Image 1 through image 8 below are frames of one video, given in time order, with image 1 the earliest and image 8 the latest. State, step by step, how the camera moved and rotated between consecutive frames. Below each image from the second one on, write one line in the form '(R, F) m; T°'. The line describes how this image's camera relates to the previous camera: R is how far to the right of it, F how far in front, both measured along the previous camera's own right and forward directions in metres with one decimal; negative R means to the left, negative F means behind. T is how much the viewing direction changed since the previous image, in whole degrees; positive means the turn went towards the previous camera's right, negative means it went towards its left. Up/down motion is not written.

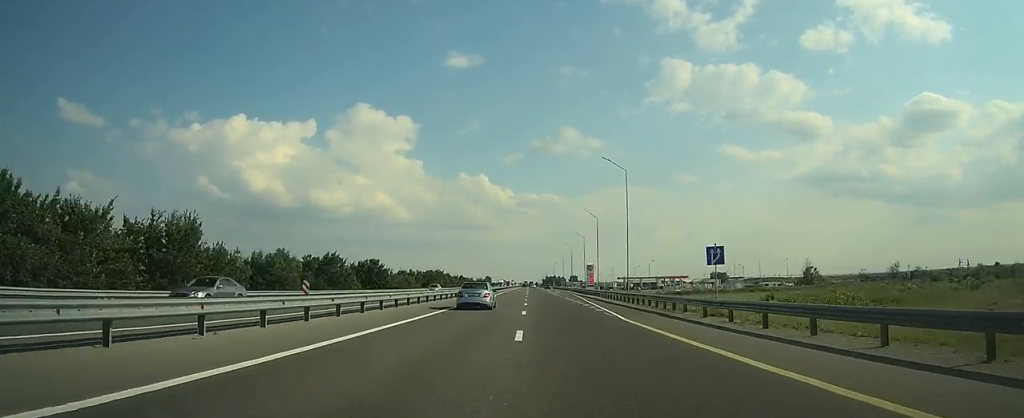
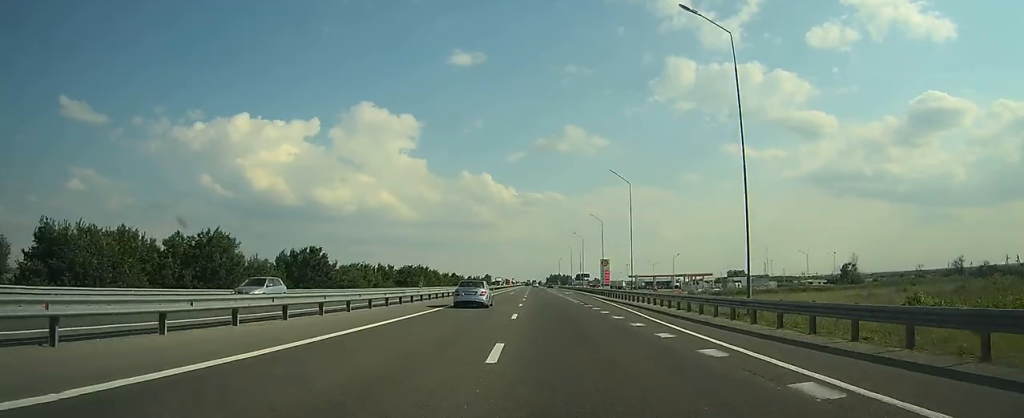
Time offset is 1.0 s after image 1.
(0.0, +28.3) m; 0°
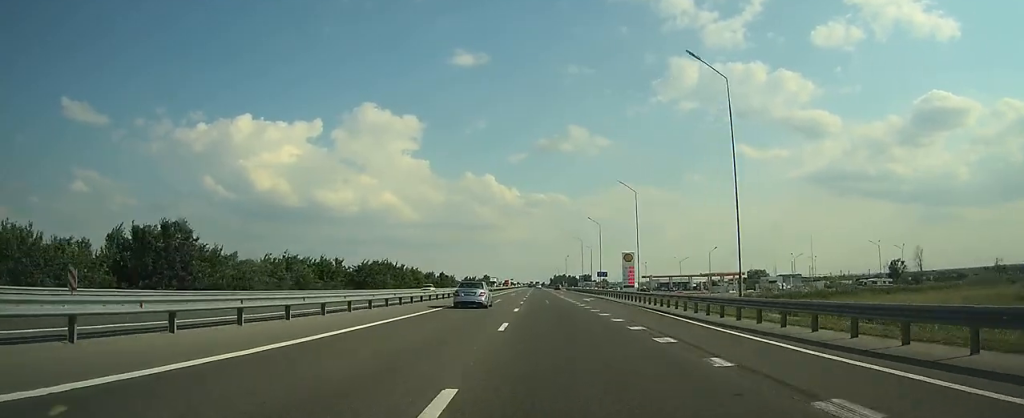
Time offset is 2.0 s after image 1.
(-0.1, +30.0) m; -1°
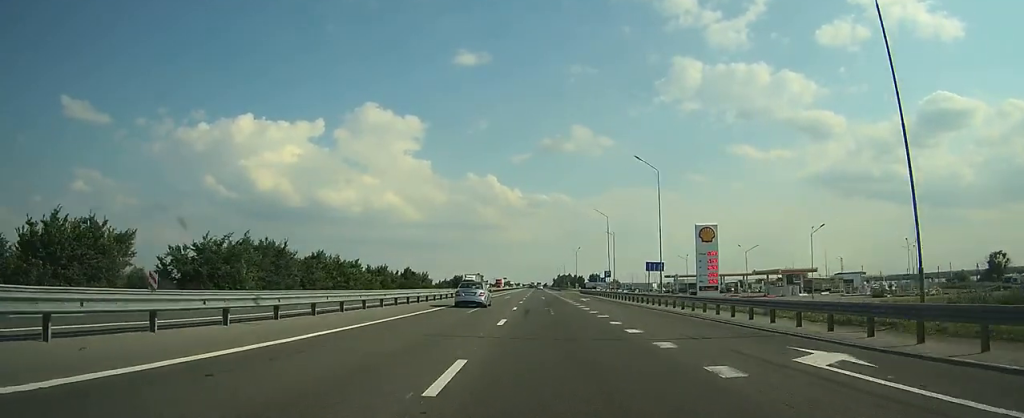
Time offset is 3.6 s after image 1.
(-0.3, +46.8) m; 0°
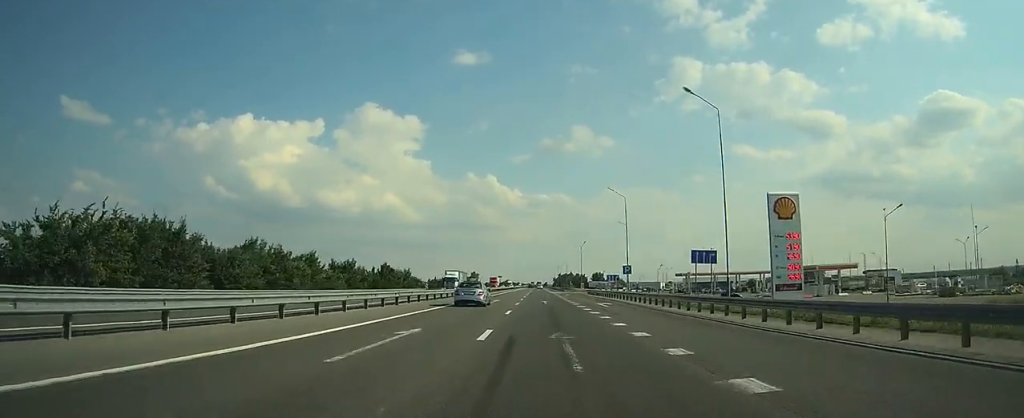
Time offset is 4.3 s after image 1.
(0.0, +17.9) m; 0°
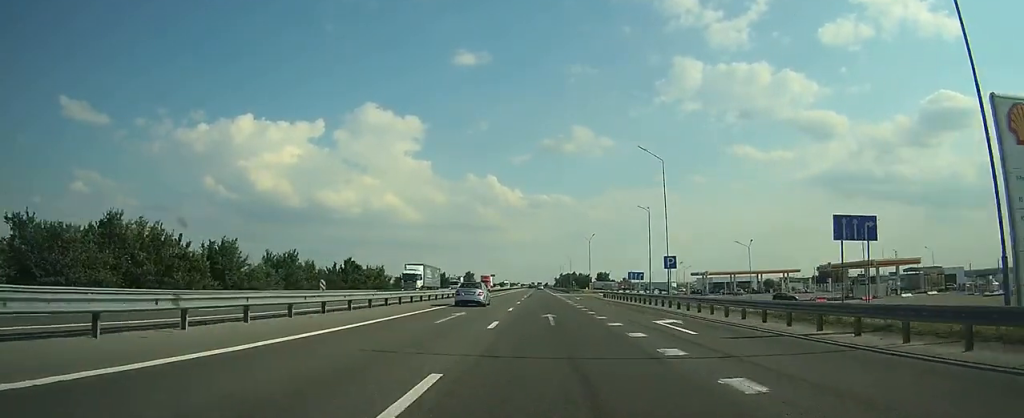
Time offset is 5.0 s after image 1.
(0.0, +20.6) m; 0°
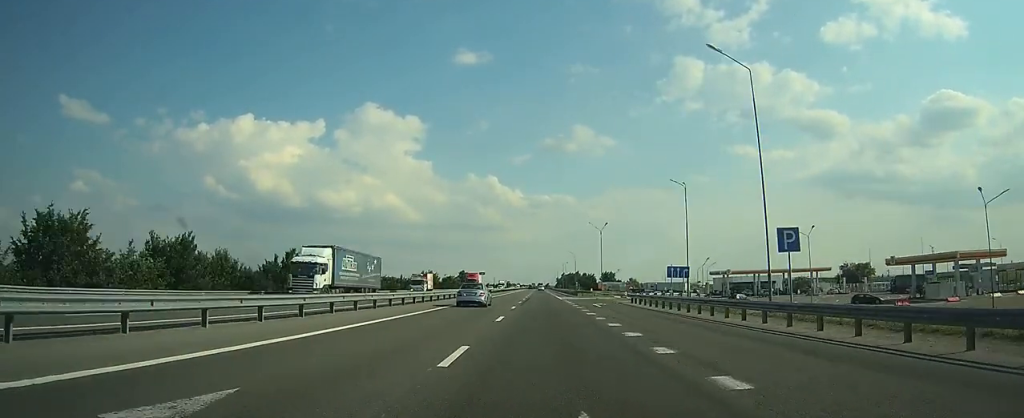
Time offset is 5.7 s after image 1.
(+0.1, +20.5) m; 0°
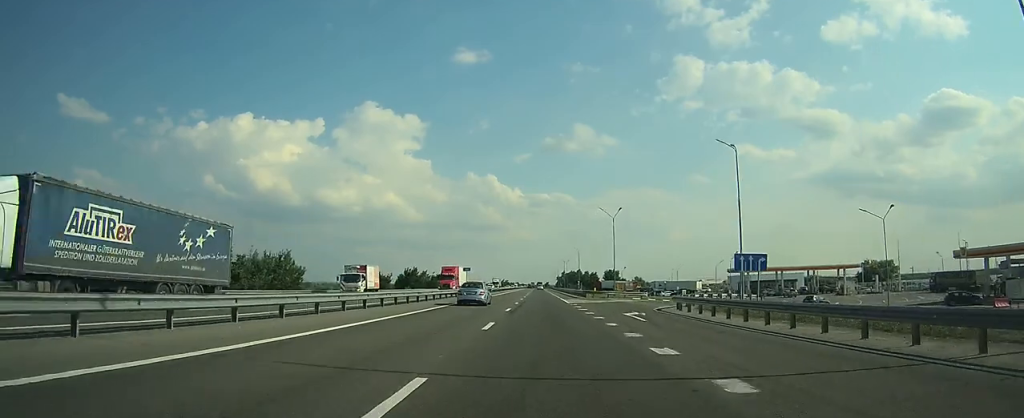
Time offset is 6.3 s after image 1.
(0.0, +16.6) m; 0°
